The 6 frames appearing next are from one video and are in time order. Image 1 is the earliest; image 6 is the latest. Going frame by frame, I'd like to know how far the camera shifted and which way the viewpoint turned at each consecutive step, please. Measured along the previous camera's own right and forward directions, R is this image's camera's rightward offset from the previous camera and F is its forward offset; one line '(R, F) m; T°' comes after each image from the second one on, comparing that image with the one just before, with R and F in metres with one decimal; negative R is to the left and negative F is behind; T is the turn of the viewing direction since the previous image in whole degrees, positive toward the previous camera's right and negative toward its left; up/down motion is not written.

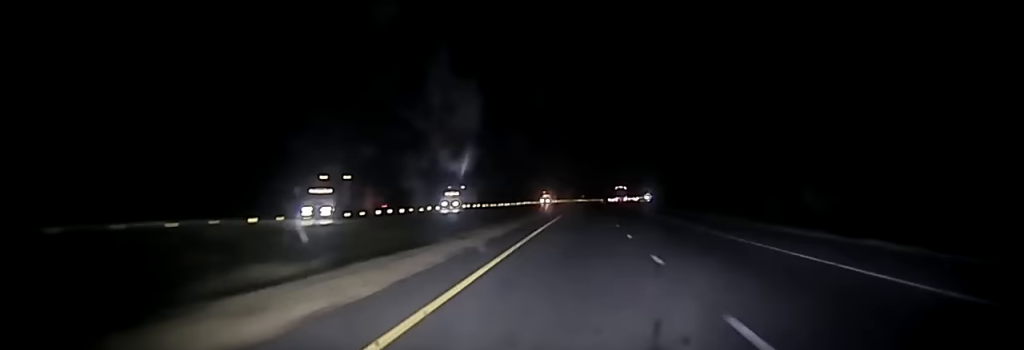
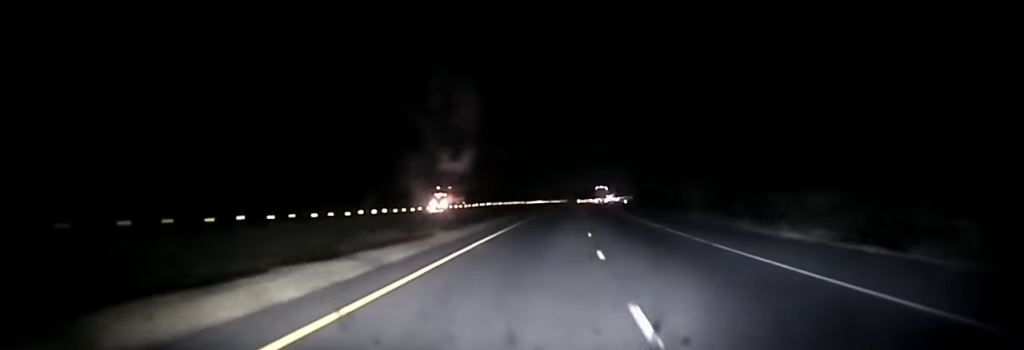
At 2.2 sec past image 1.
(+2.6, +86.1) m; +3°
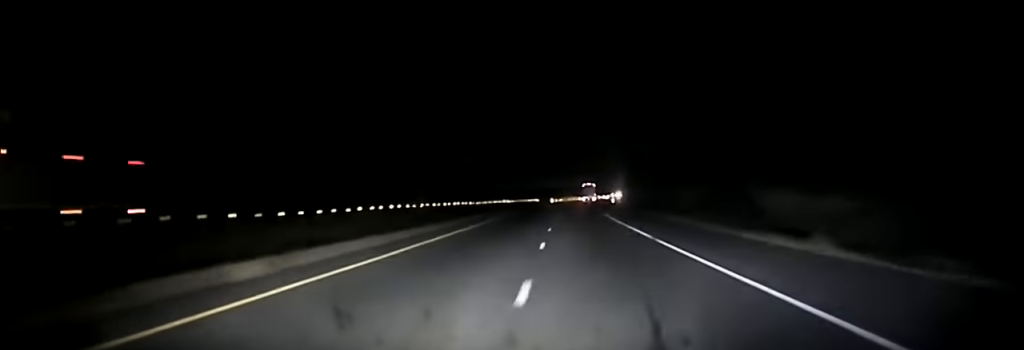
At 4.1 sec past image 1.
(+0.7, +74.4) m; +1°
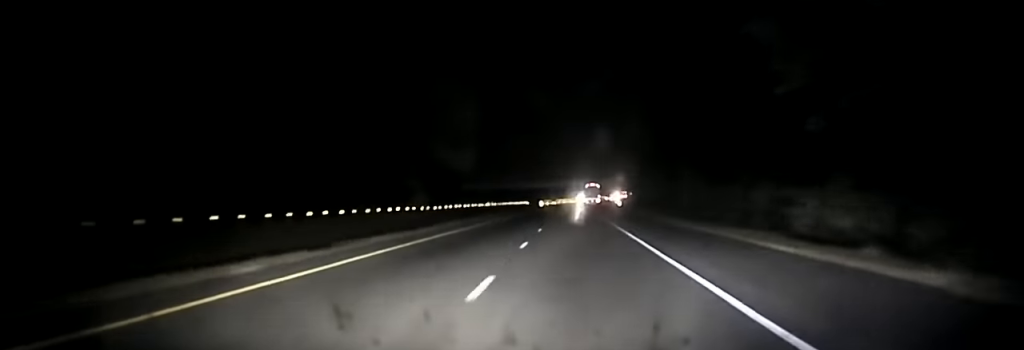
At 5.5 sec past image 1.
(+0.3, +42.1) m; 0°
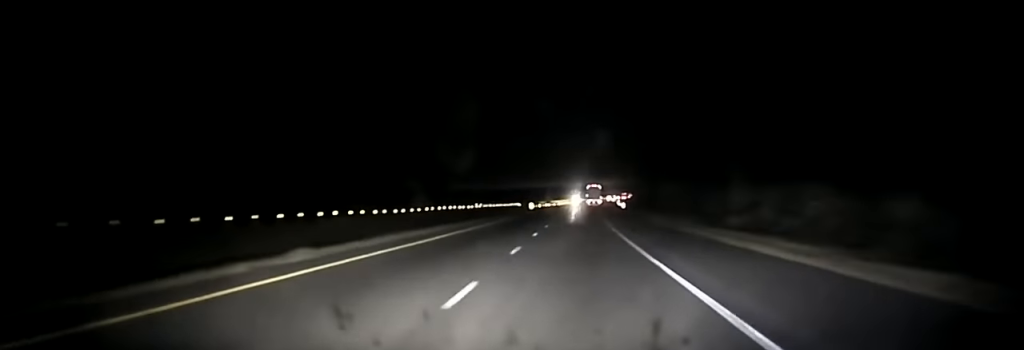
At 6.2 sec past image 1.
(0.0, +22.7) m; 0°
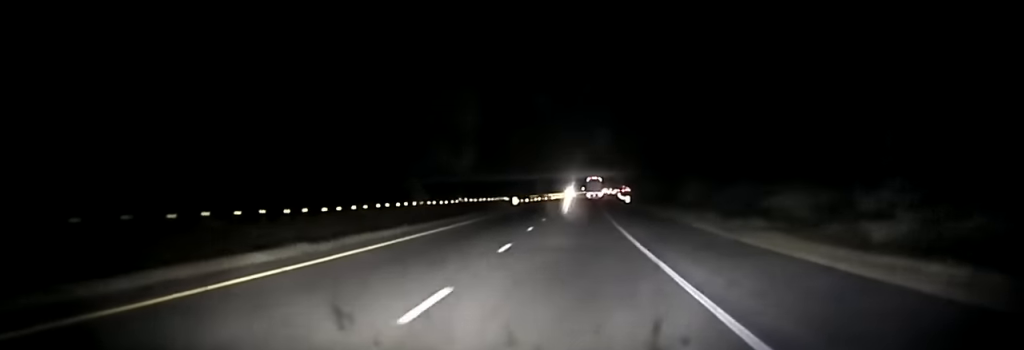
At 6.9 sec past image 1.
(0.0, +25.6) m; 0°
